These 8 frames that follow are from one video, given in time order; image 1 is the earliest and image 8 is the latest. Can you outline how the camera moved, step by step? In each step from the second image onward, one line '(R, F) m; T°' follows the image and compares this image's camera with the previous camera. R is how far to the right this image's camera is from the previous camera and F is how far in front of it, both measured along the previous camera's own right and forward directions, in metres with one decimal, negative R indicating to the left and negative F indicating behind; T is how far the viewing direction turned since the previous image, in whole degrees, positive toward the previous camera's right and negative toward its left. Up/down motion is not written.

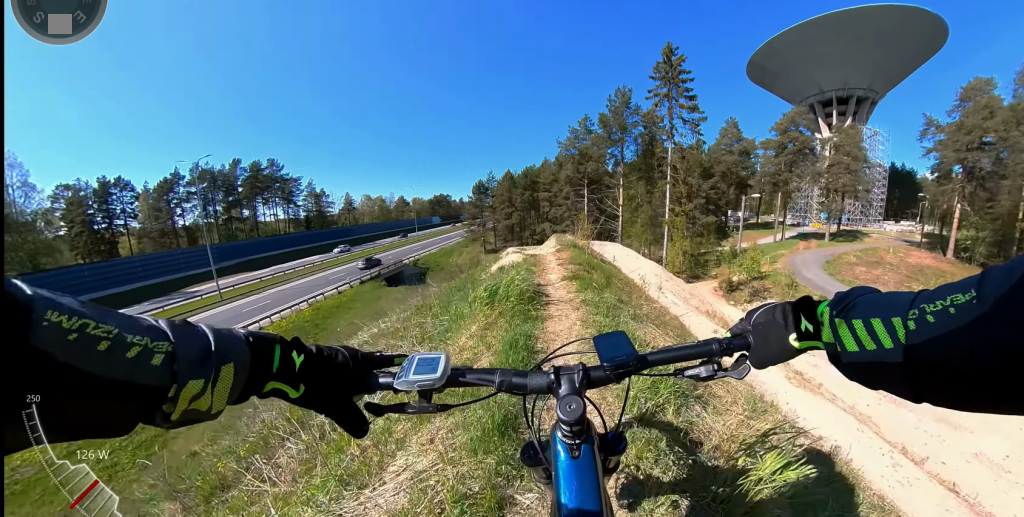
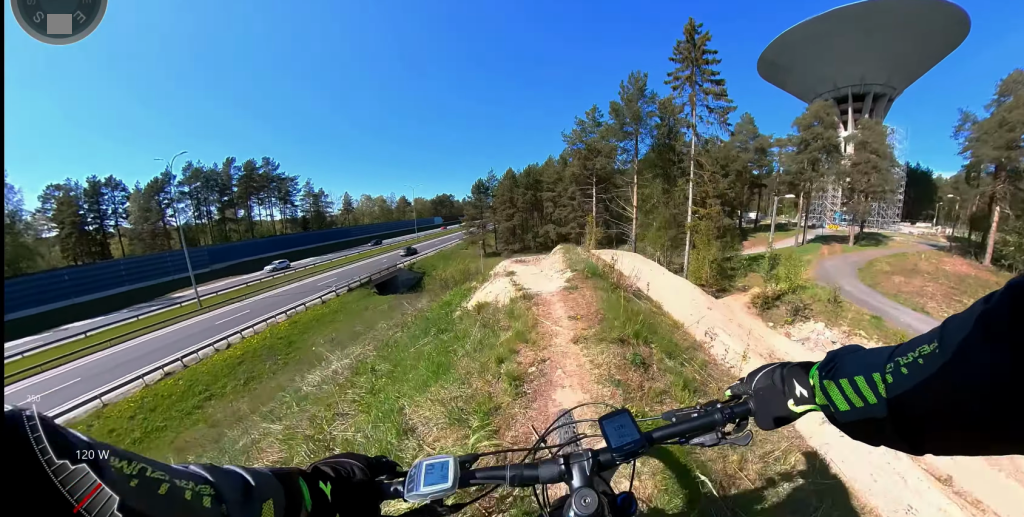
(+0.2, +2.5) m; 0°
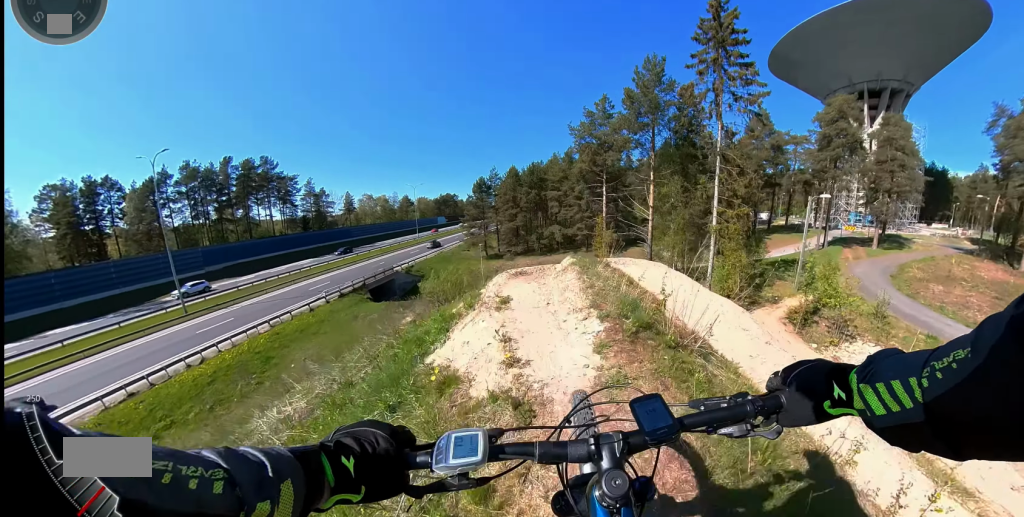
(-0.1, +1.8) m; +2°
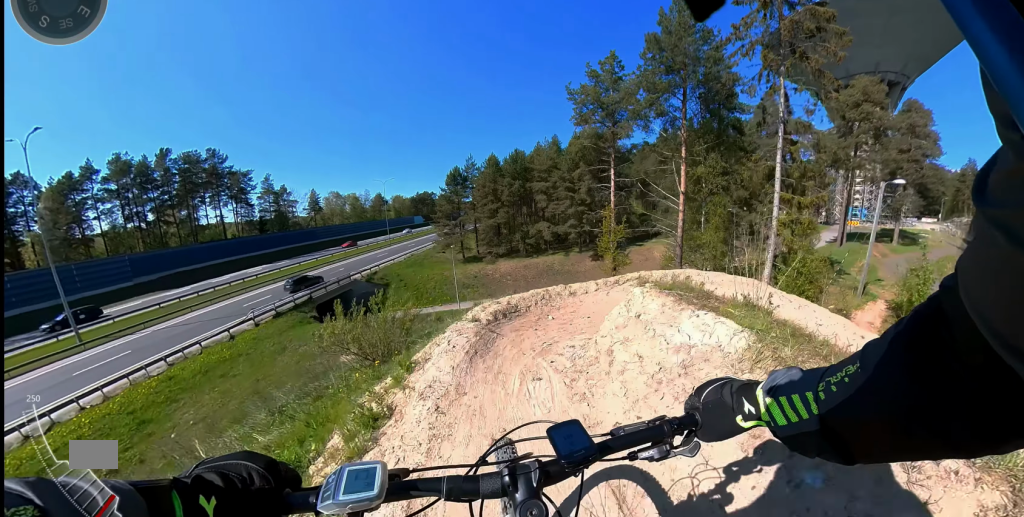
(+0.2, +4.6) m; +24°
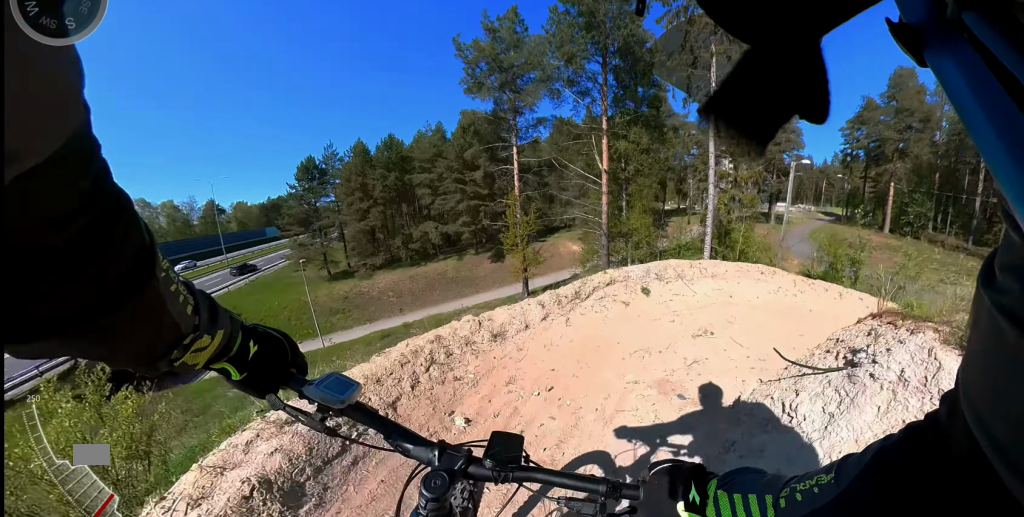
(+0.9, +2.8) m; +61°
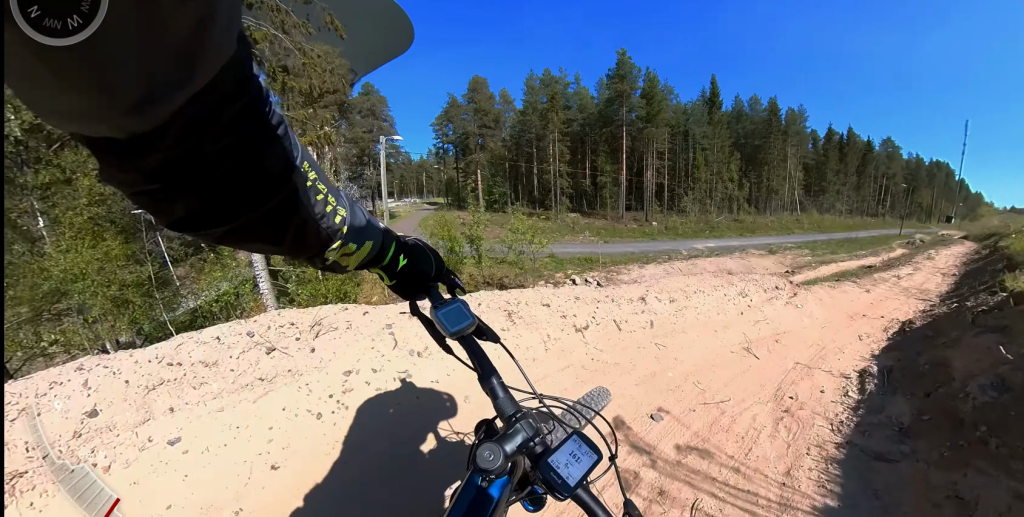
(+4.2, +2.0) m; +87°
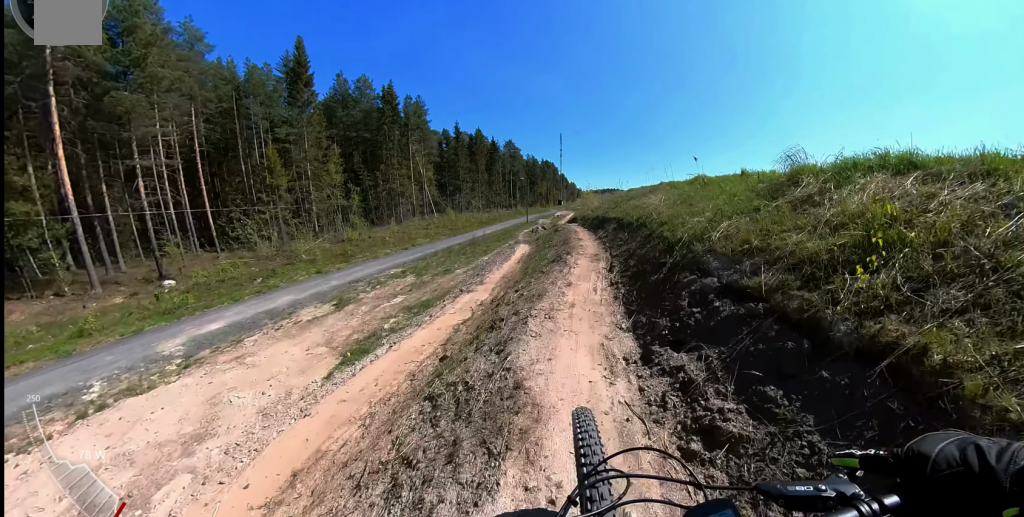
(+2.1, +13.8) m; +4°
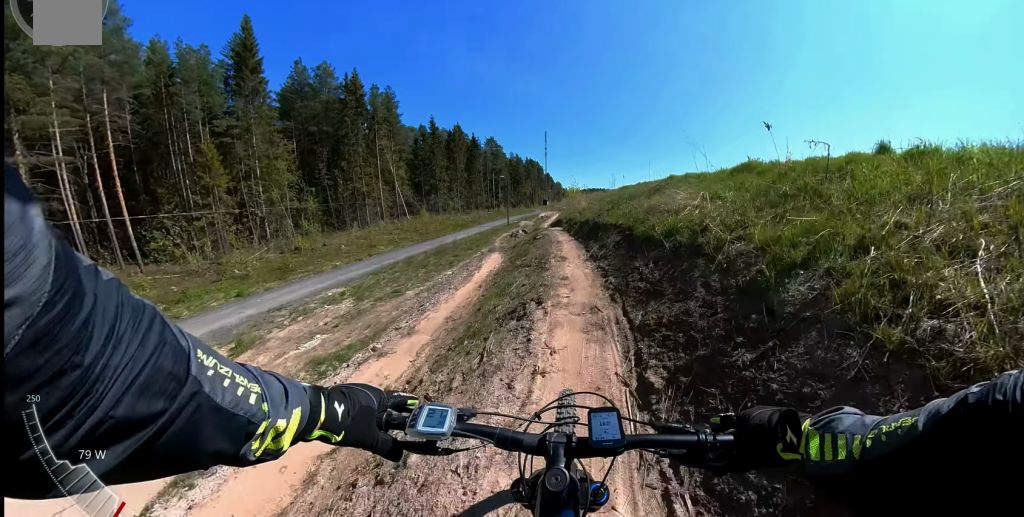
(-0.6, +3.8) m; -3°
